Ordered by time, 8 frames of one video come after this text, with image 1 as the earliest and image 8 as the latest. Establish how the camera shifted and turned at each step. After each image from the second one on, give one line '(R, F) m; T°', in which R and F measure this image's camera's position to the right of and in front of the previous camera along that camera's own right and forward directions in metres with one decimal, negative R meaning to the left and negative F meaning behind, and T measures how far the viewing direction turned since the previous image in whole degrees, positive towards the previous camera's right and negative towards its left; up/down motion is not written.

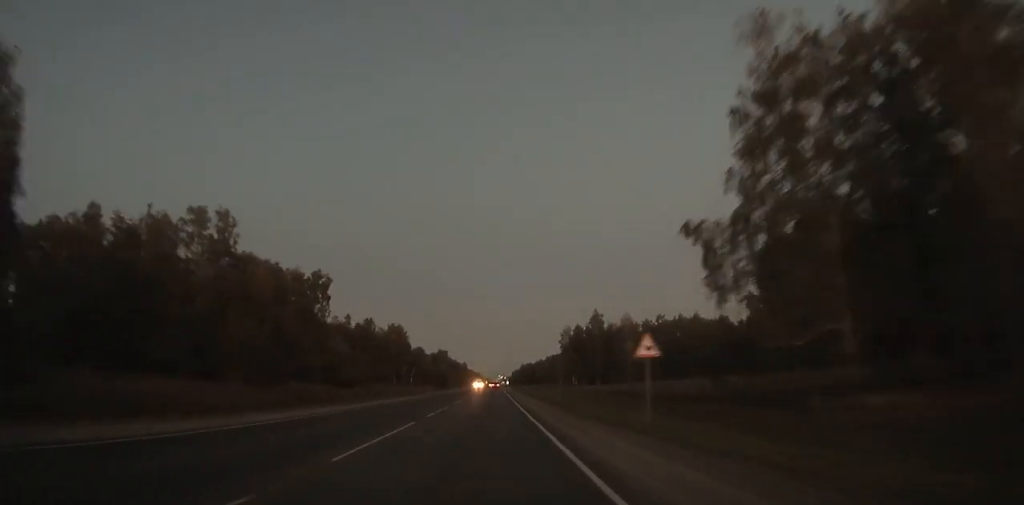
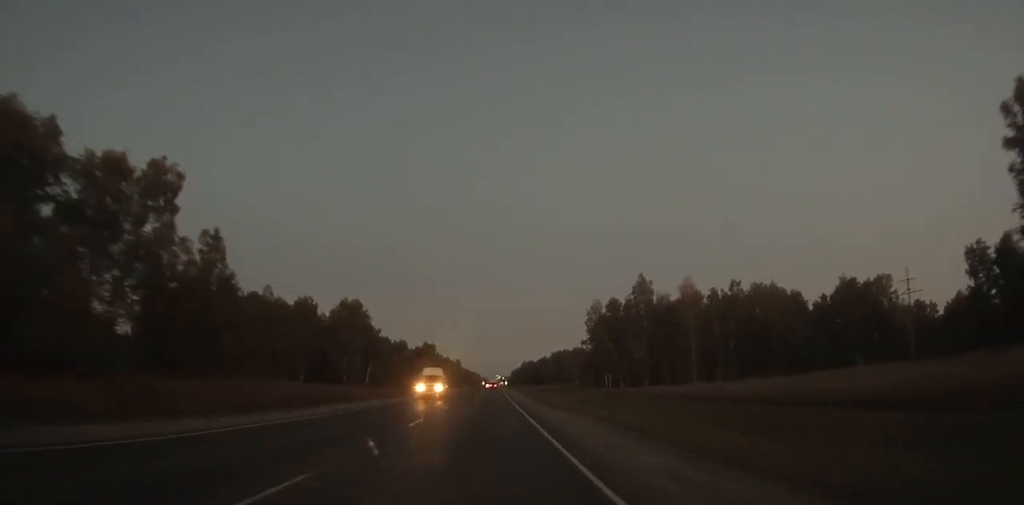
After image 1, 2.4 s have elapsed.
(-0.1, +58.2) m; 0°
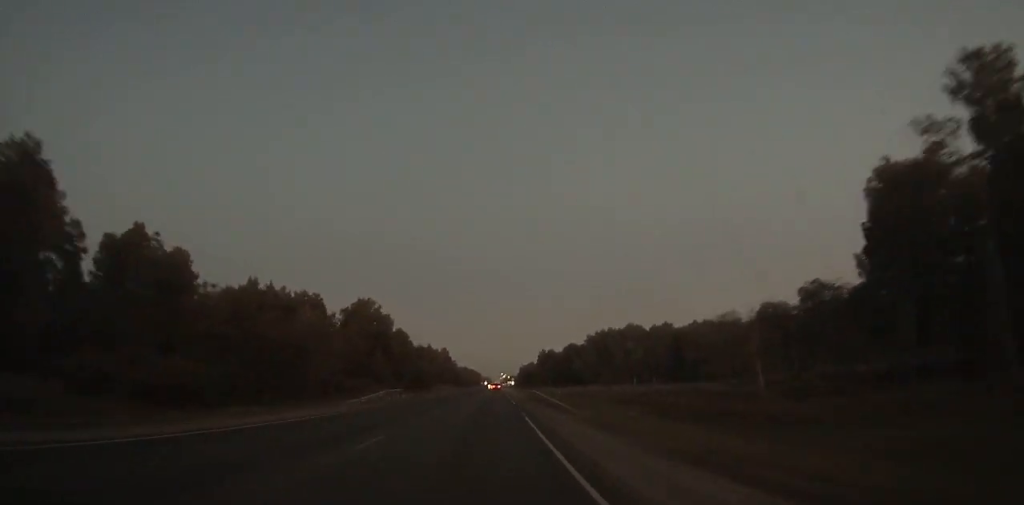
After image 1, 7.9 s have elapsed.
(+0.4, +136.6) m; 0°
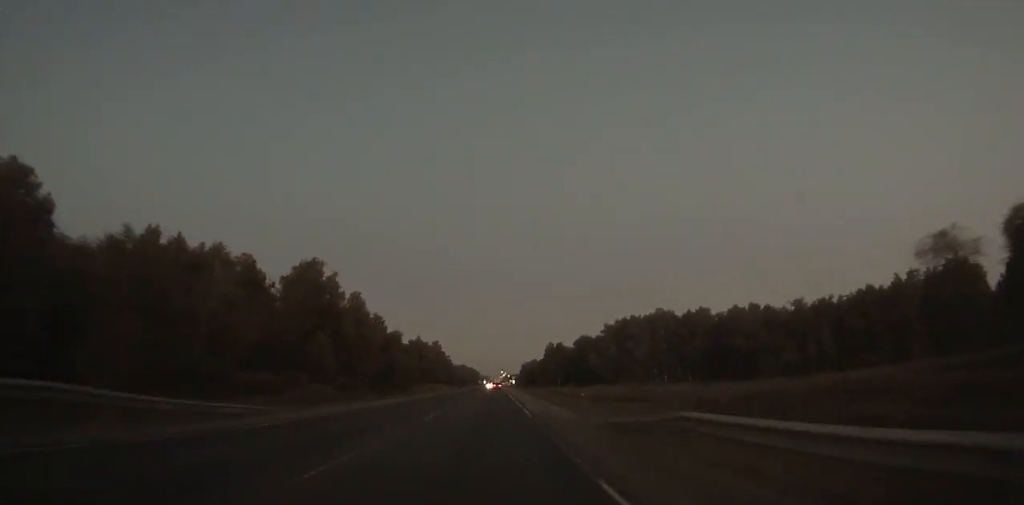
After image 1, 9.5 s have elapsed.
(-0.1, +40.4) m; 0°
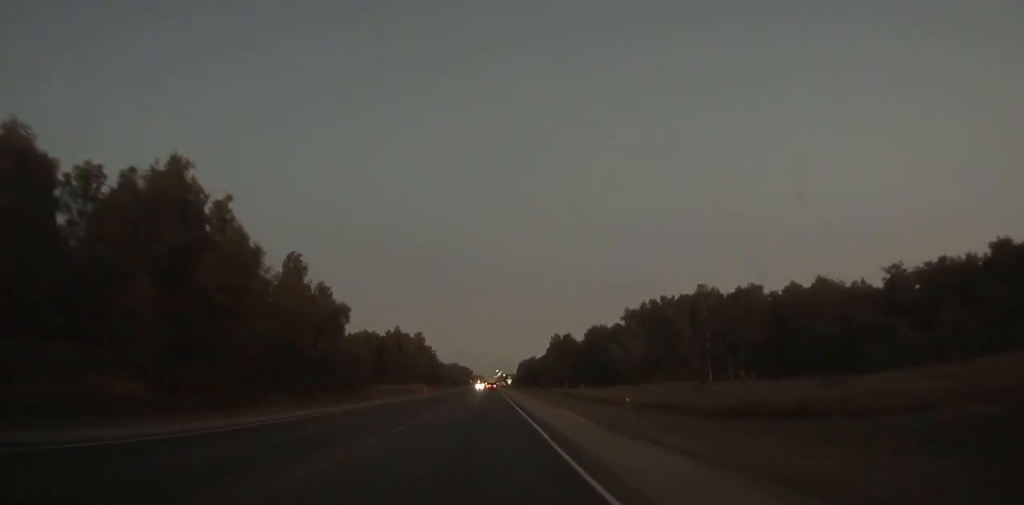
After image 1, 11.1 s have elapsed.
(0.0, +40.4) m; 0°
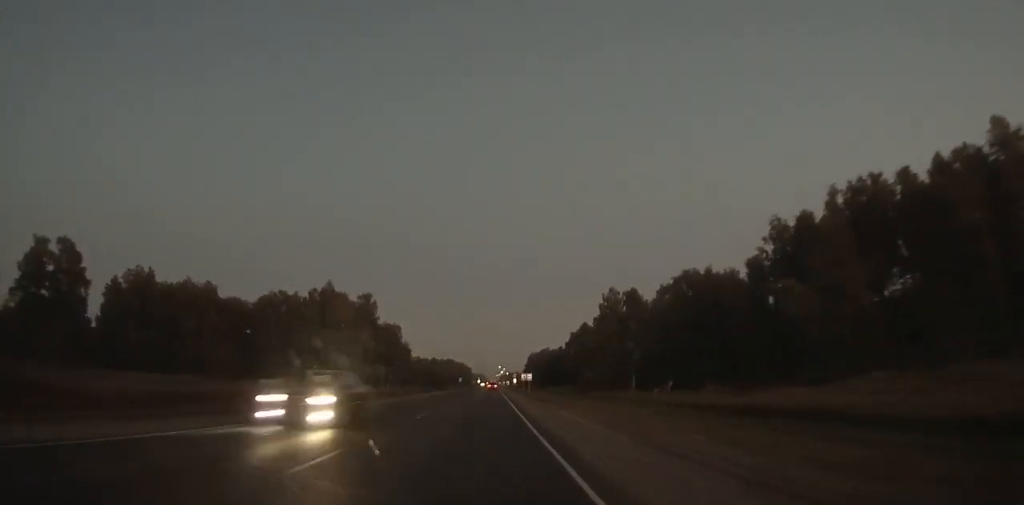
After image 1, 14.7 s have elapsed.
(+0.1, +91.4) m; 0°
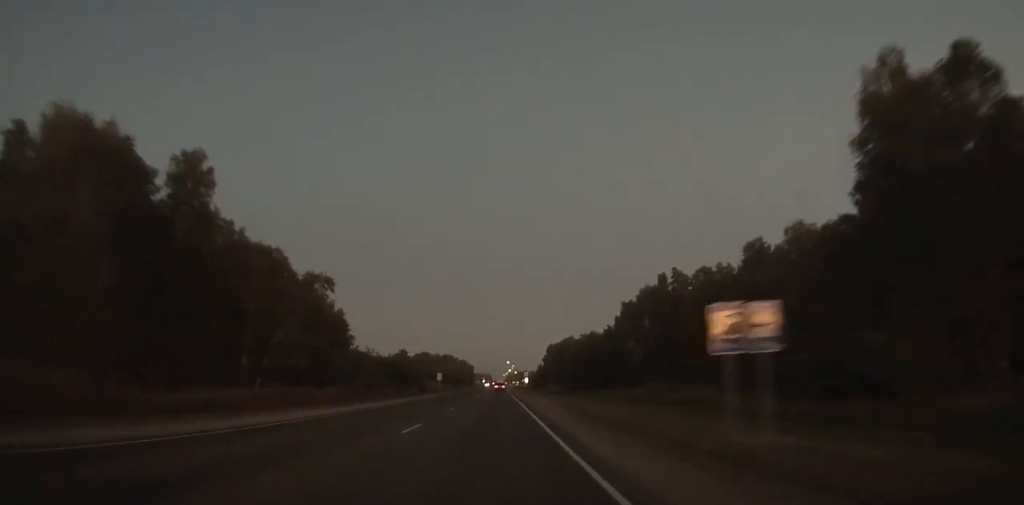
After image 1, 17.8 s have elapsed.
(-0.3, +78.6) m; 0°
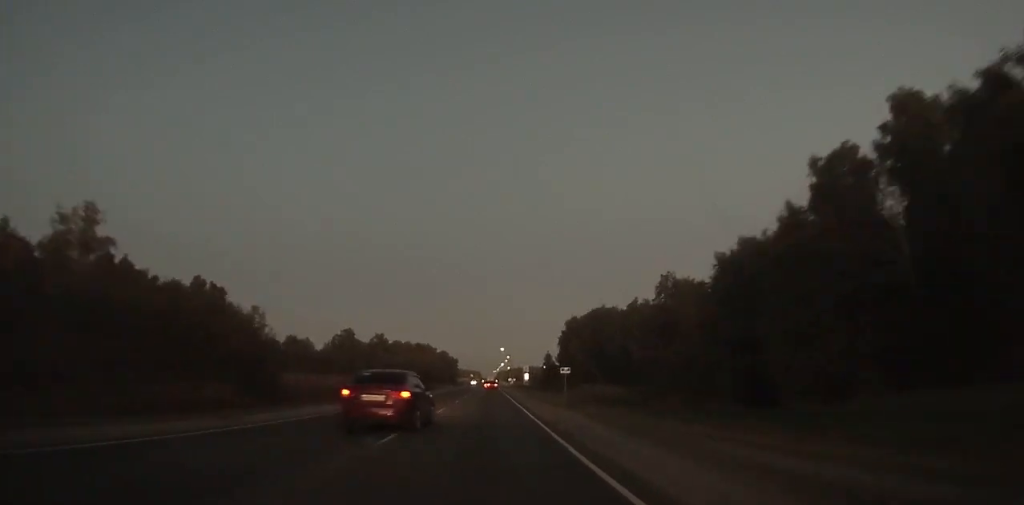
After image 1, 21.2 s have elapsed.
(+0.1, +85.8) m; 0°
